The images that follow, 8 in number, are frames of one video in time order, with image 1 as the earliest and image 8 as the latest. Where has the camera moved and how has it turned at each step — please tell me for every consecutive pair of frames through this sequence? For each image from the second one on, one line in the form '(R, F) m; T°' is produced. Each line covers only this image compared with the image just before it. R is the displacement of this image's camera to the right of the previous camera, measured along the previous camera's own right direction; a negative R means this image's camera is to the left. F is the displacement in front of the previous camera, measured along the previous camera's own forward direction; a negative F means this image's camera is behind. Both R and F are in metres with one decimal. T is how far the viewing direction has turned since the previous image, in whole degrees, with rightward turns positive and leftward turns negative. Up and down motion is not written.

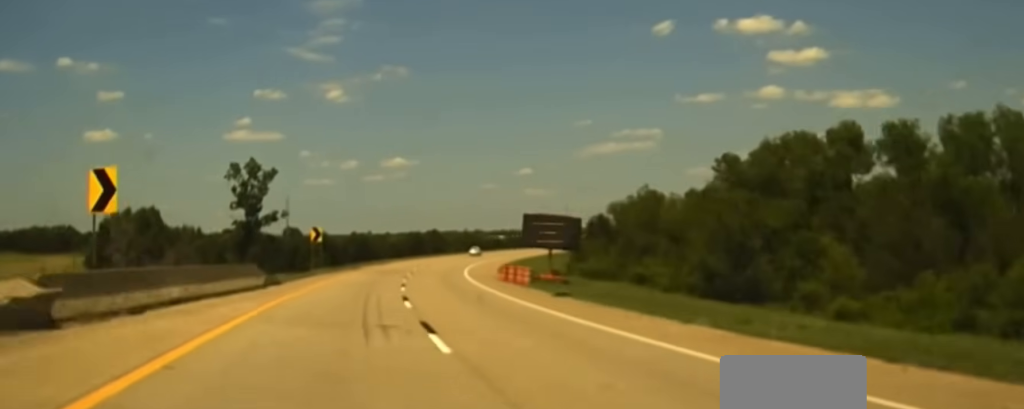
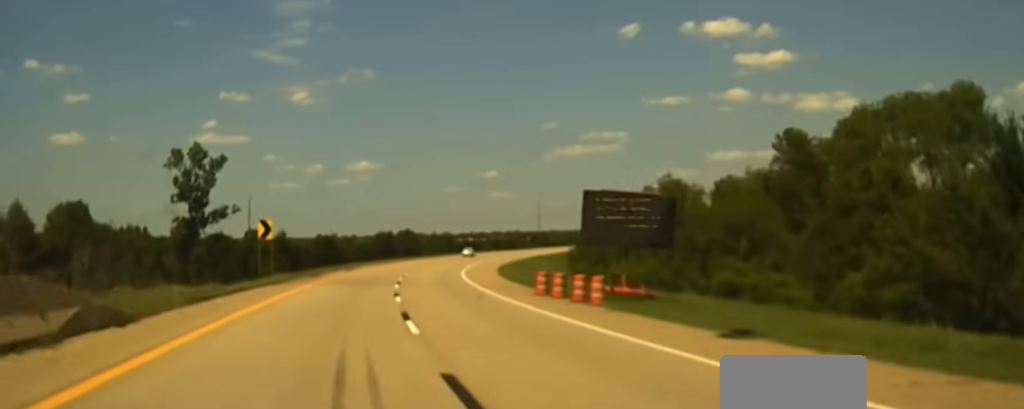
(+0.4, +21.2) m; +2°
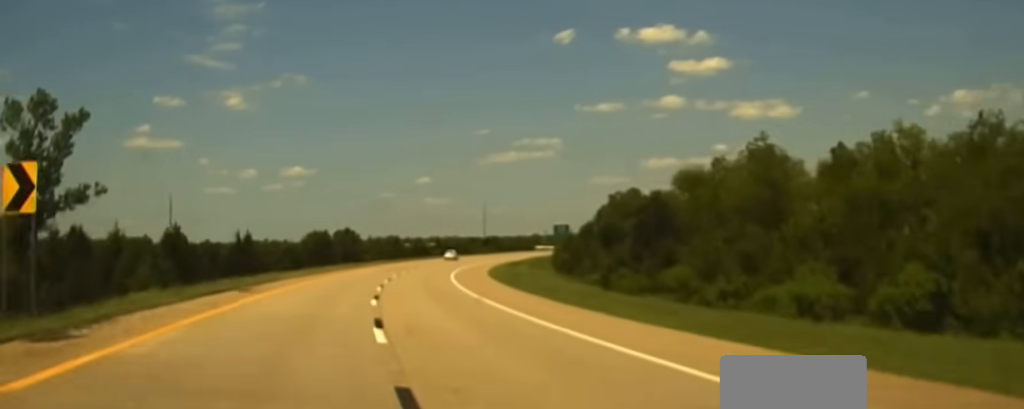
(+0.6, +38.0) m; +4°
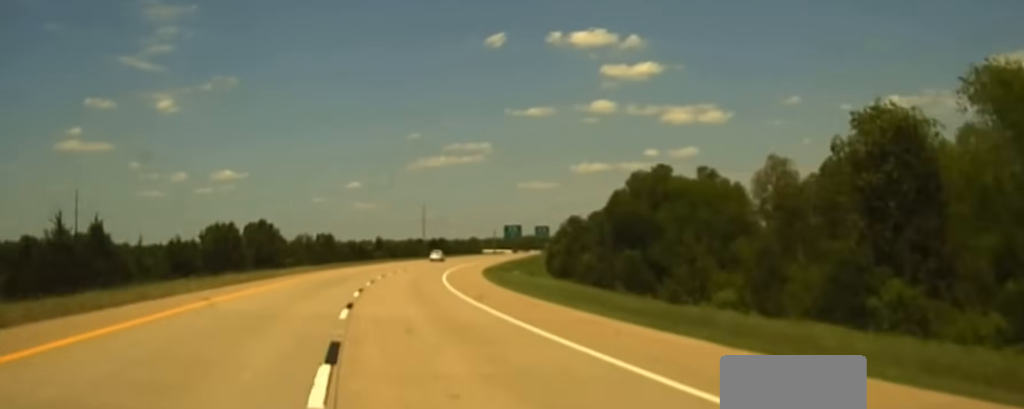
(+2.3, +43.8) m; +5°
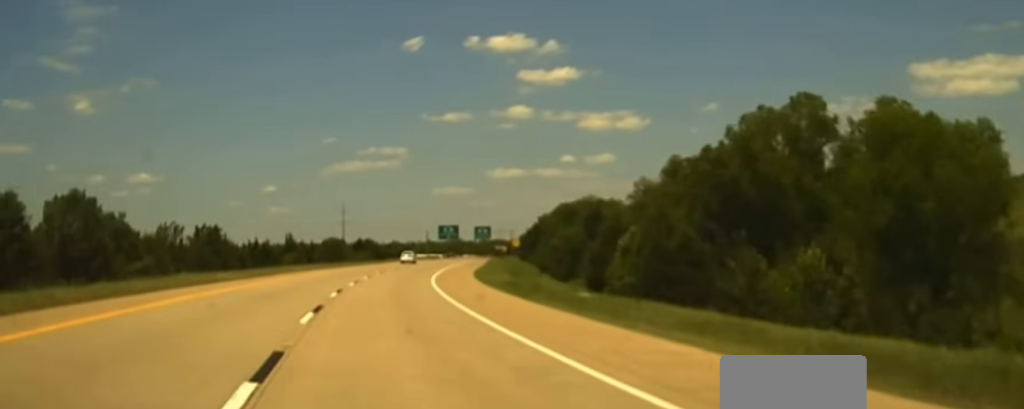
(+1.7, +50.8) m; +4°
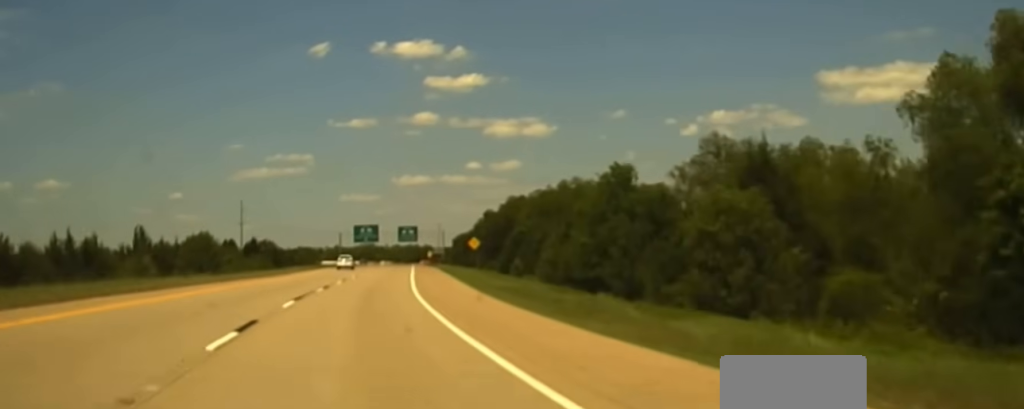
(+2.9, +53.8) m; +5°
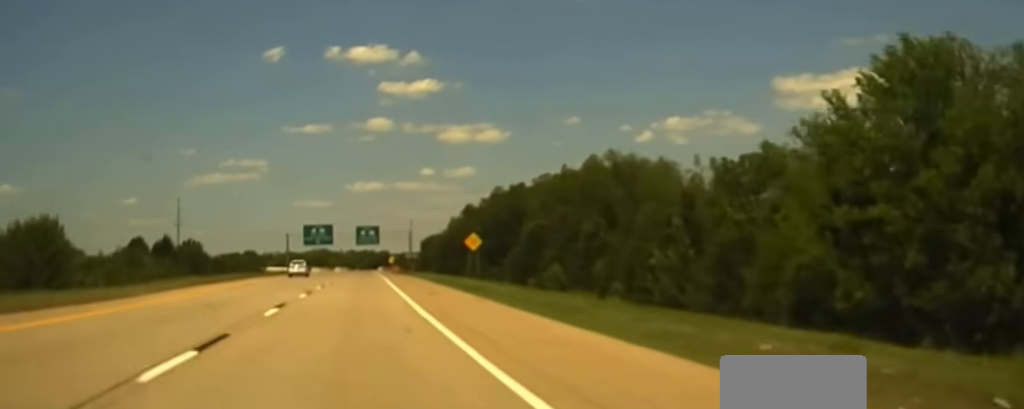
(+1.2, +39.4) m; +2°
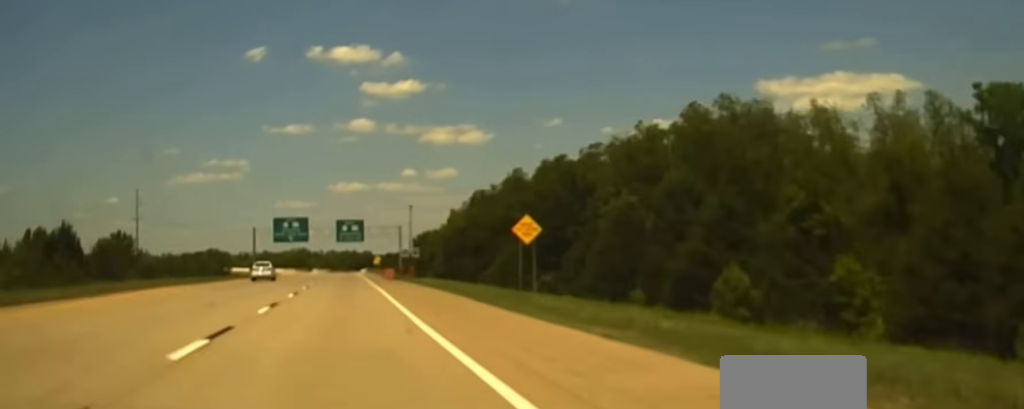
(+0.2, +34.9) m; +1°
